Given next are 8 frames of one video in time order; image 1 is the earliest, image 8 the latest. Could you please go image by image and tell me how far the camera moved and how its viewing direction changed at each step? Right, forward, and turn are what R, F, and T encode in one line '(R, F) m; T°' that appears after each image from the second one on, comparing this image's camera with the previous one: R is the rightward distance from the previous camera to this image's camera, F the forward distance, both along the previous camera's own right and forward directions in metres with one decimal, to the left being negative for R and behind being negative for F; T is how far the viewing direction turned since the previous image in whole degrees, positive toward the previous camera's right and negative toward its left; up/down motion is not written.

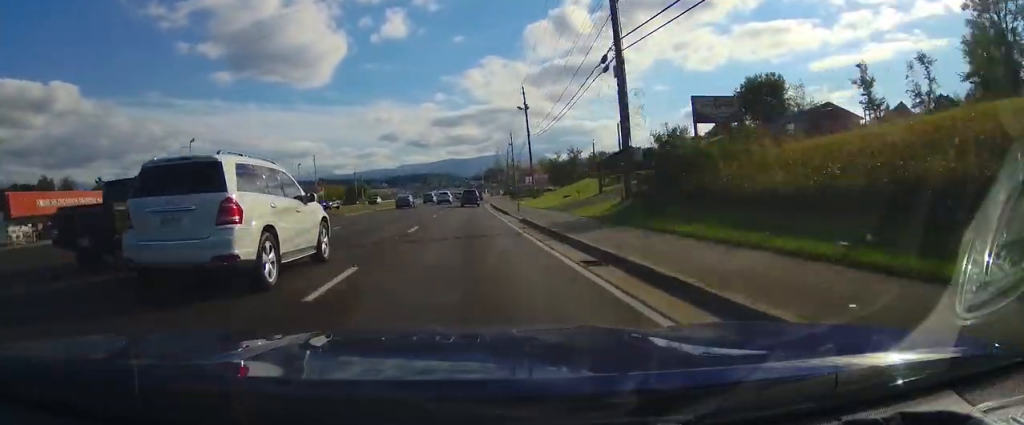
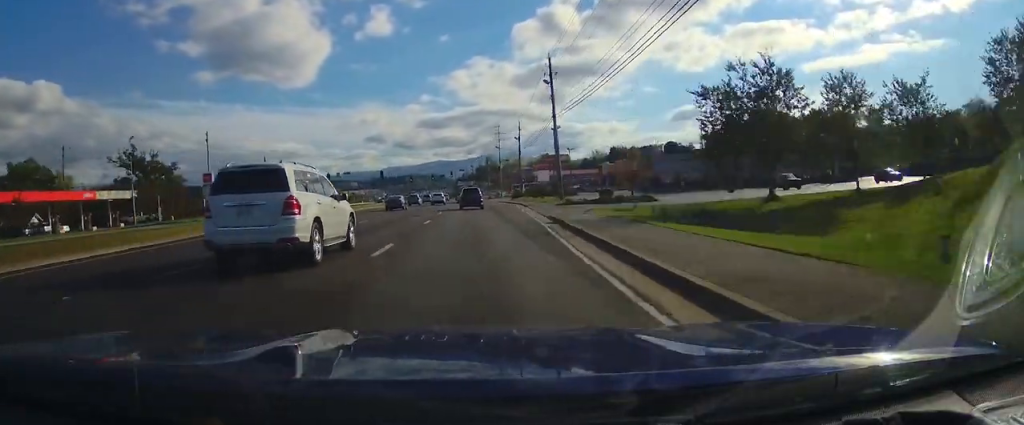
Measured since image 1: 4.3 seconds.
(+0.5, +69.5) m; +1°
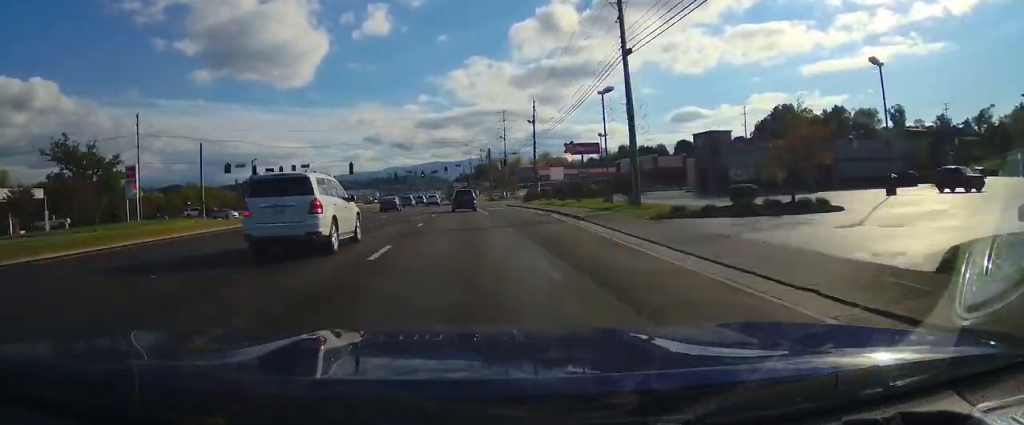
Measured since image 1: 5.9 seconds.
(+0.5, +25.7) m; 0°
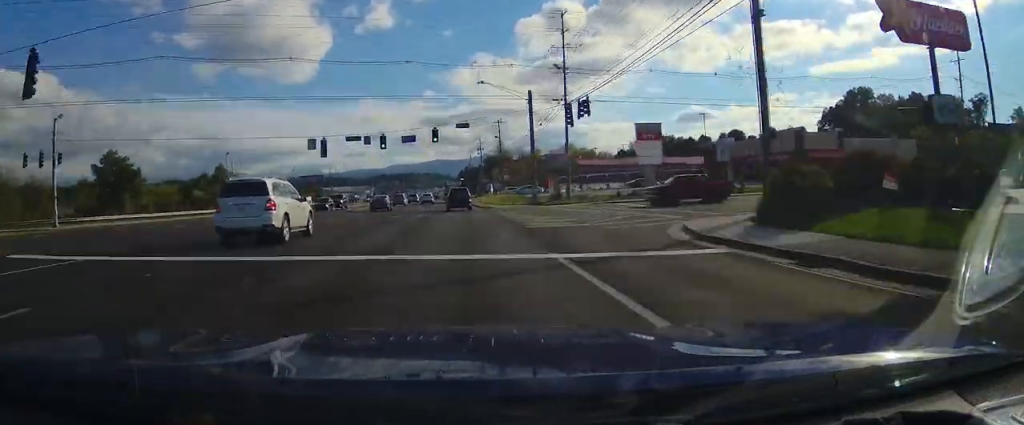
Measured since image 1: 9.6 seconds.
(-0.8, +58.5) m; -1°
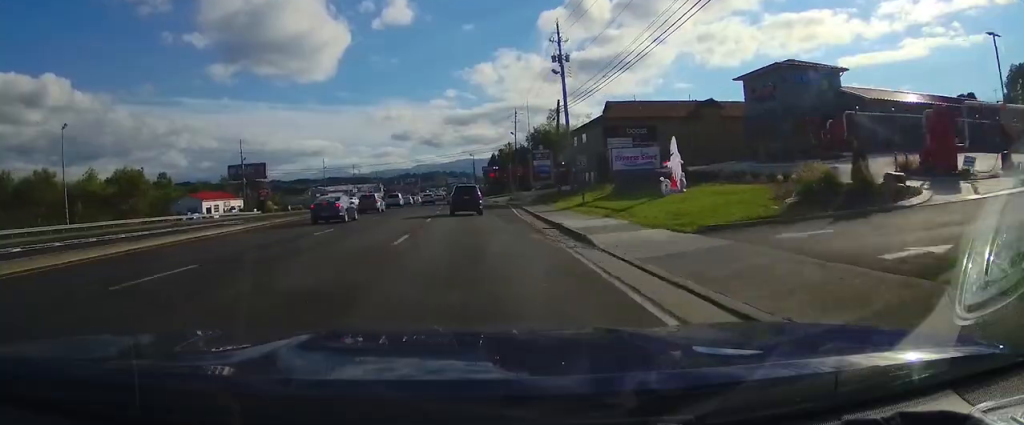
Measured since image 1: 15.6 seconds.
(-1.4, +88.8) m; -2°
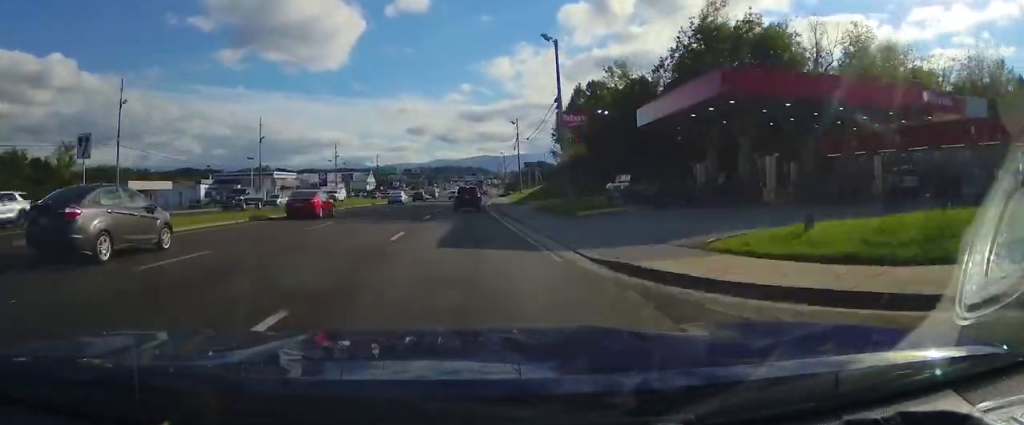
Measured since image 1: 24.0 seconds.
(-0.5, +114.0) m; -1°
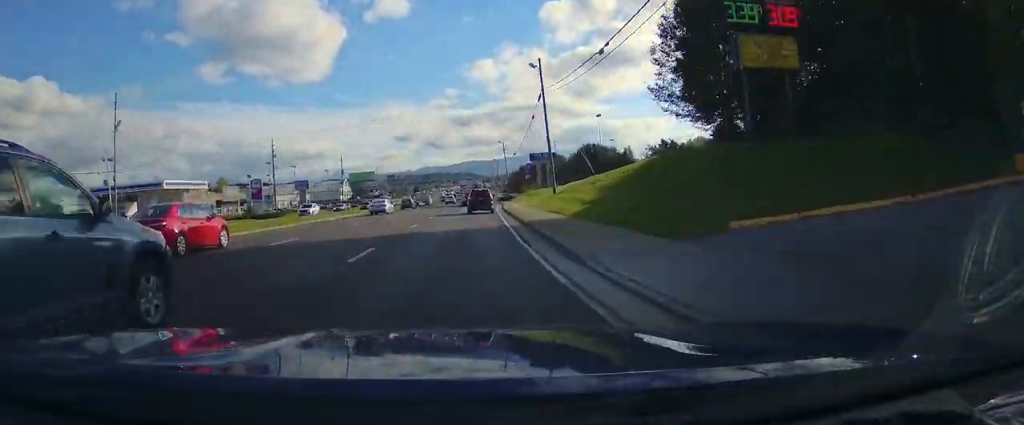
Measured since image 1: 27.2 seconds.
(-0.9, +43.7) m; 0°
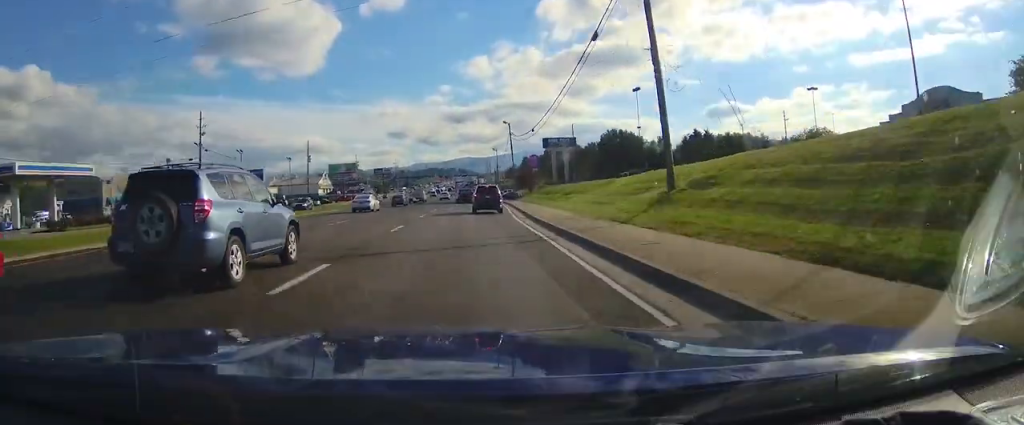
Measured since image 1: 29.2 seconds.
(+0.8, +27.9) m; +1°
